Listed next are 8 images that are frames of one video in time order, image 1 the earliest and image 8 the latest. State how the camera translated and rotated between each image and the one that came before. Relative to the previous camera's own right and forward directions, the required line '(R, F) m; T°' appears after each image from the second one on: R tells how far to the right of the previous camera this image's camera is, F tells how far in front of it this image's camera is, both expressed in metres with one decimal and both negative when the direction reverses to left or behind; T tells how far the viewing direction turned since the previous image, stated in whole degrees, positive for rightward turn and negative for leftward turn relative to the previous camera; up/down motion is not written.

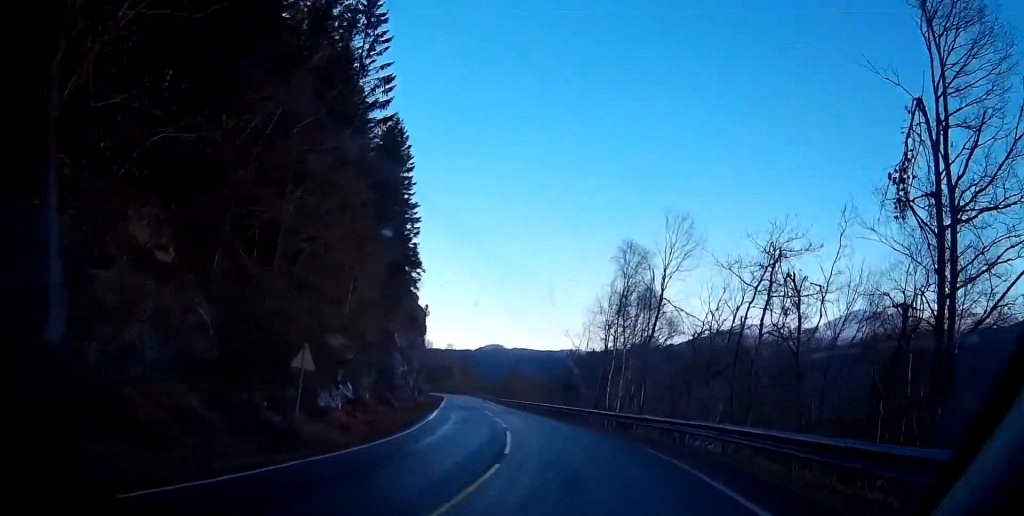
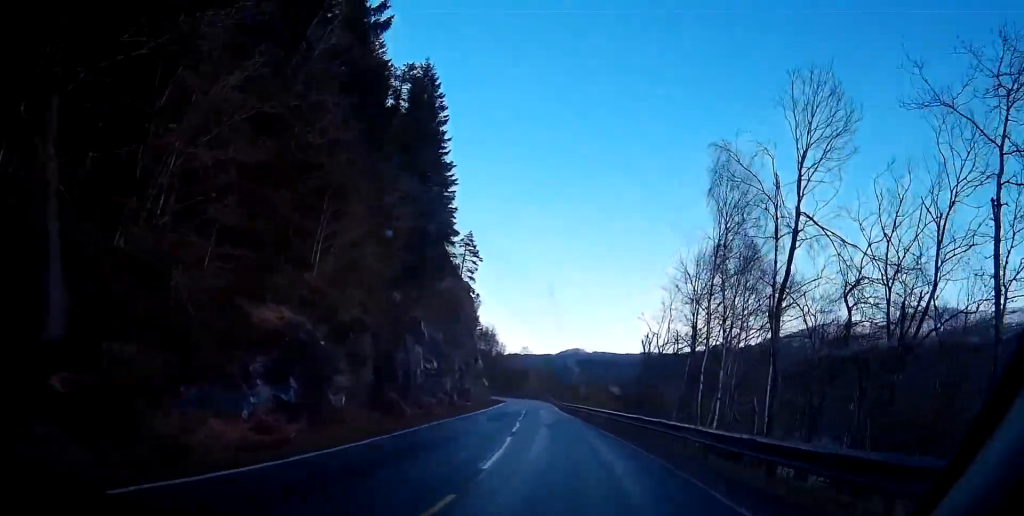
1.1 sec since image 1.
(-0.9, +15.7) m; -5°
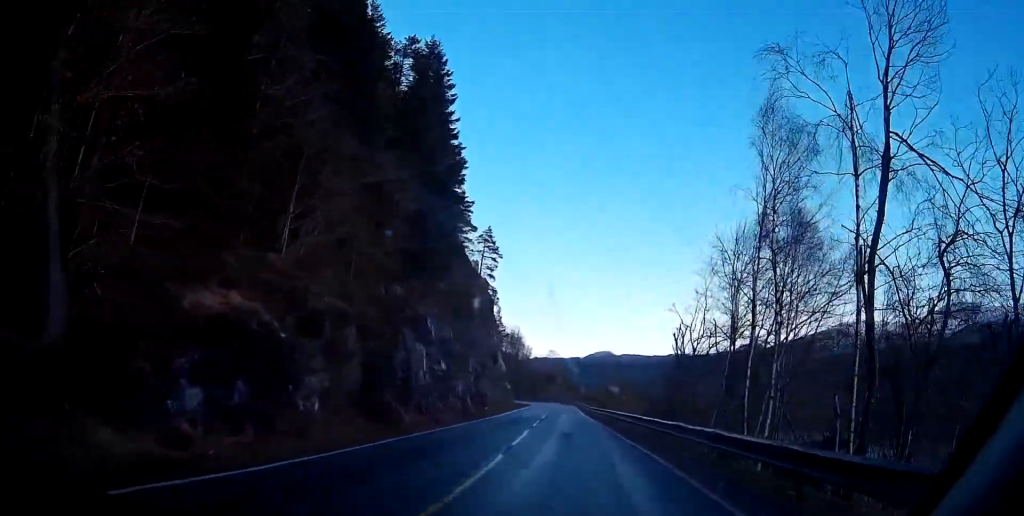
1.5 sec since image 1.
(+0.1, +5.7) m; -2°
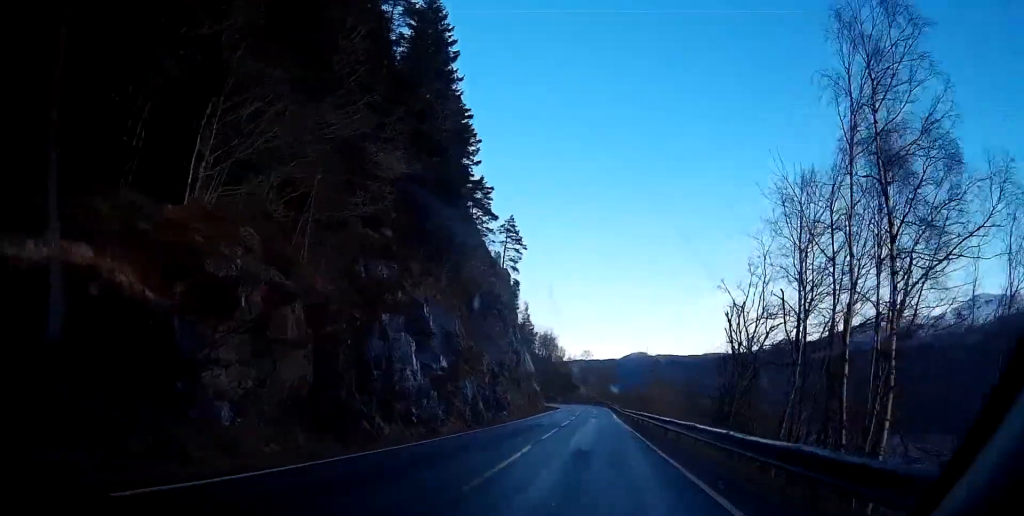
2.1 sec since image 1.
(-0.3, +8.6) m; -3°
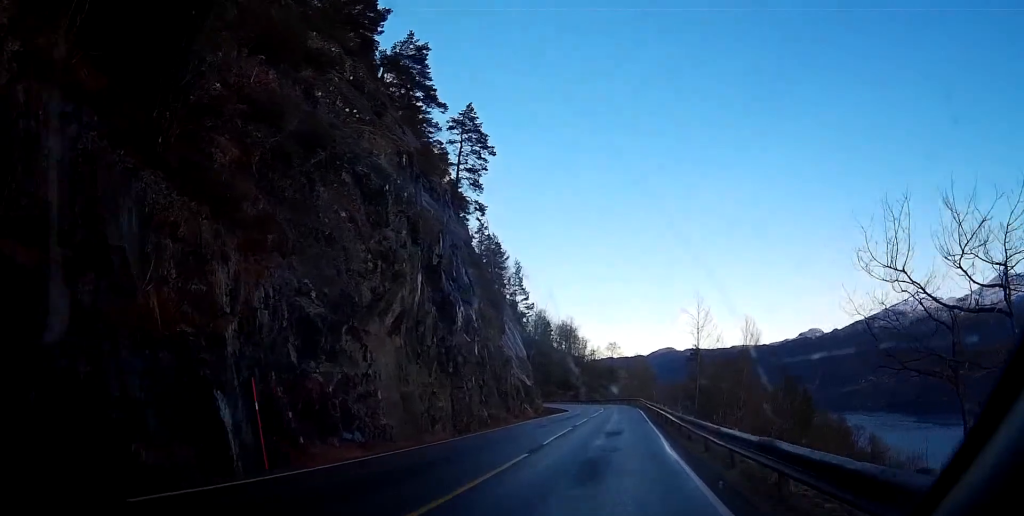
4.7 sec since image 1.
(-2.4, +39.0) m; -4°
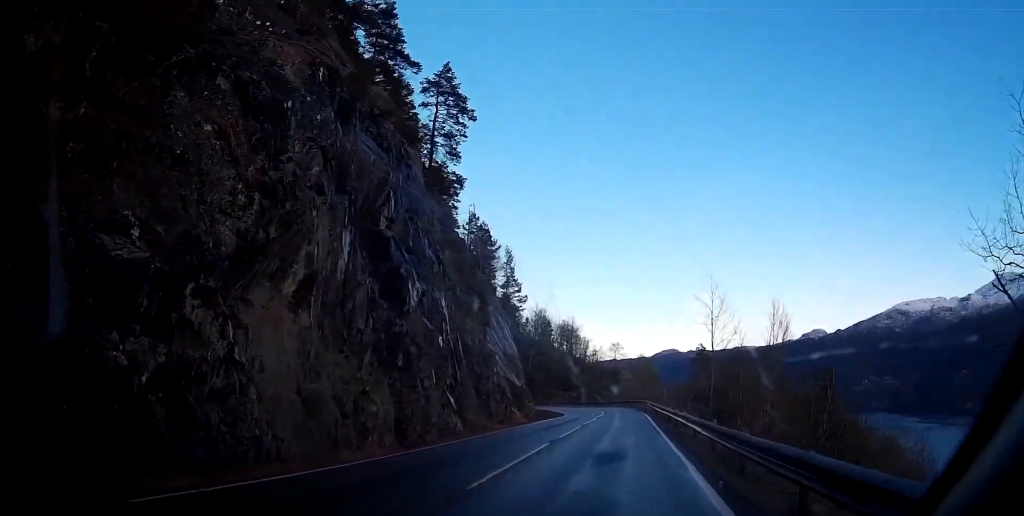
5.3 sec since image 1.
(-0.1, +8.7) m; 0°
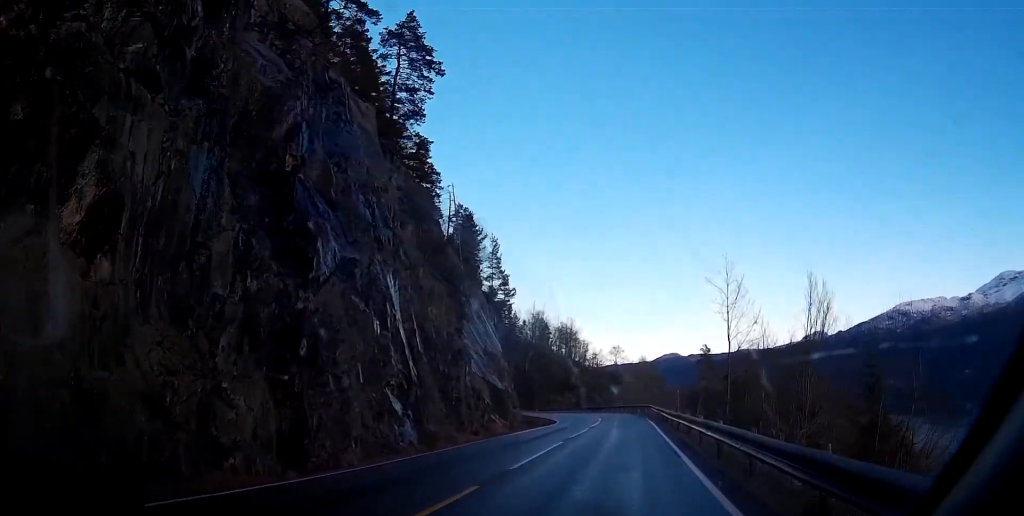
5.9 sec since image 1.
(0.0, +8.7) m; 0°
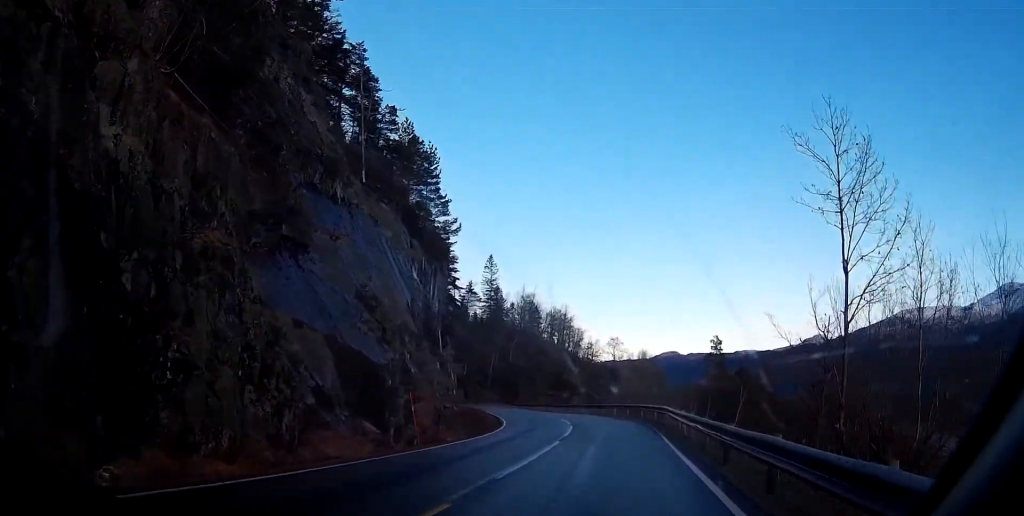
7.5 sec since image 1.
(-0.2, +25.9) m; -2°
